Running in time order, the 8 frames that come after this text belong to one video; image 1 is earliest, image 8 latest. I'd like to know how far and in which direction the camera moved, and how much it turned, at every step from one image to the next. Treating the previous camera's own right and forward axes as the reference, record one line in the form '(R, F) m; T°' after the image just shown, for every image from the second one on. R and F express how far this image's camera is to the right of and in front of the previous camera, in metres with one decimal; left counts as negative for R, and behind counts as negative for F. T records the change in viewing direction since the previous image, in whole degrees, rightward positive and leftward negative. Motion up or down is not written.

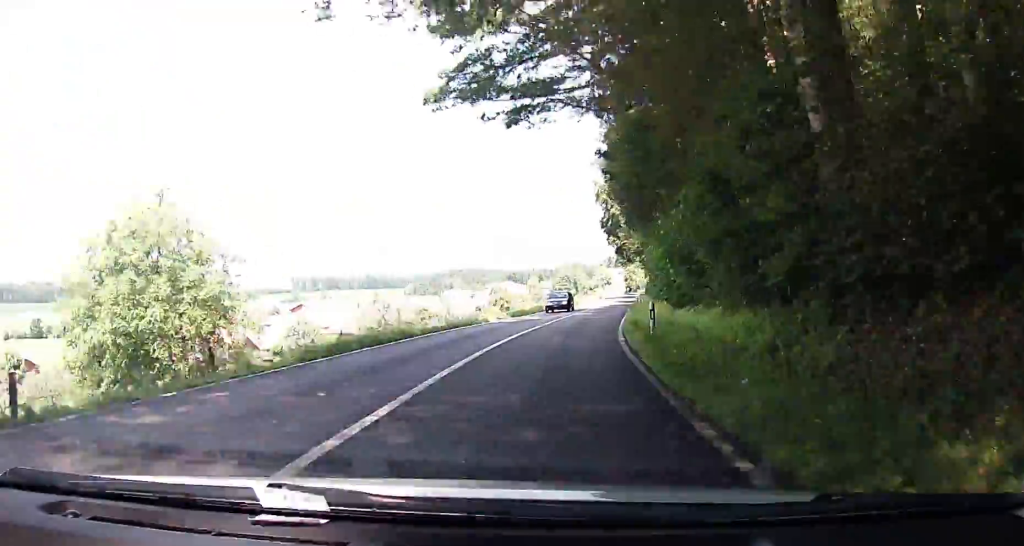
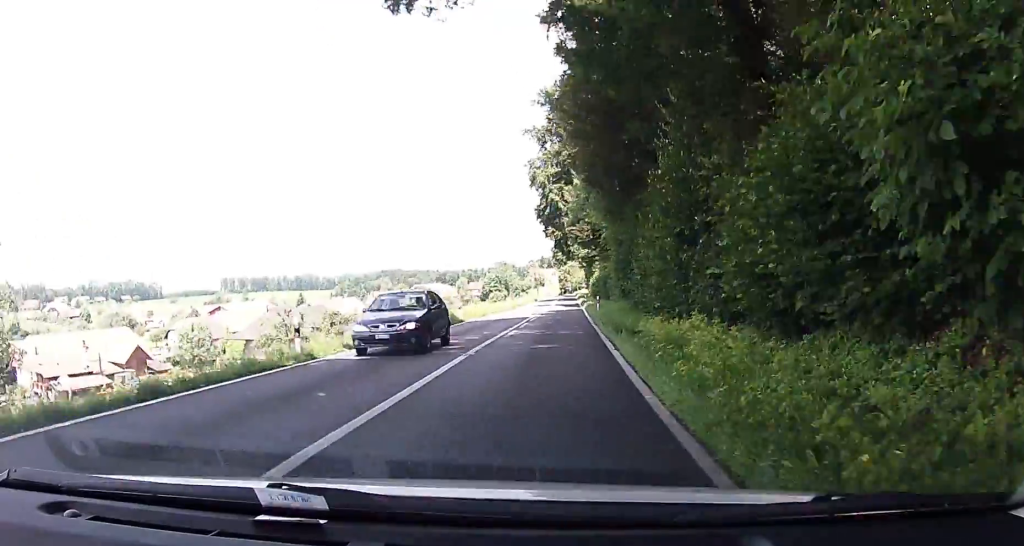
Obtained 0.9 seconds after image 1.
(+0.4, +16.1) m; +4°
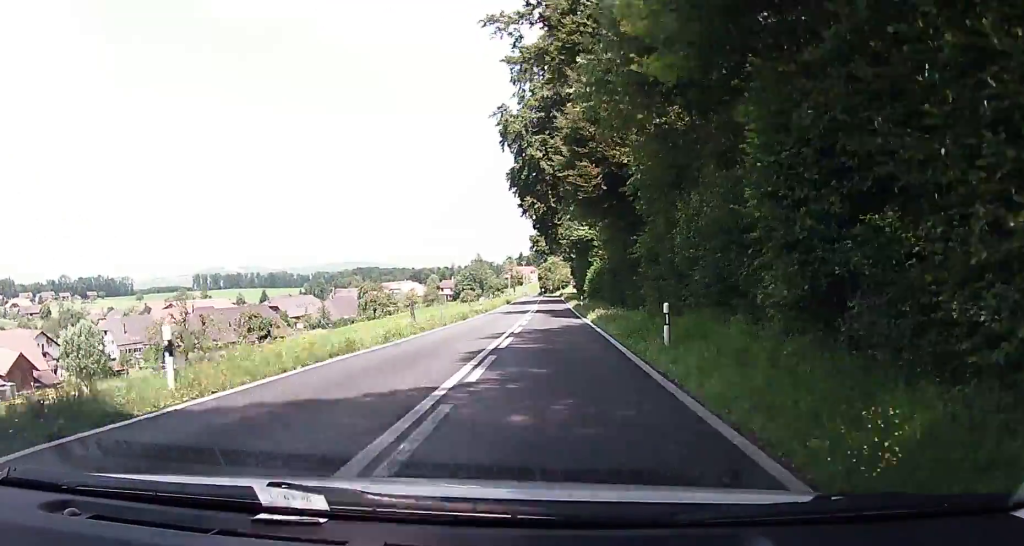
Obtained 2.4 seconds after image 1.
(+1.1, +24.9) m; +4°
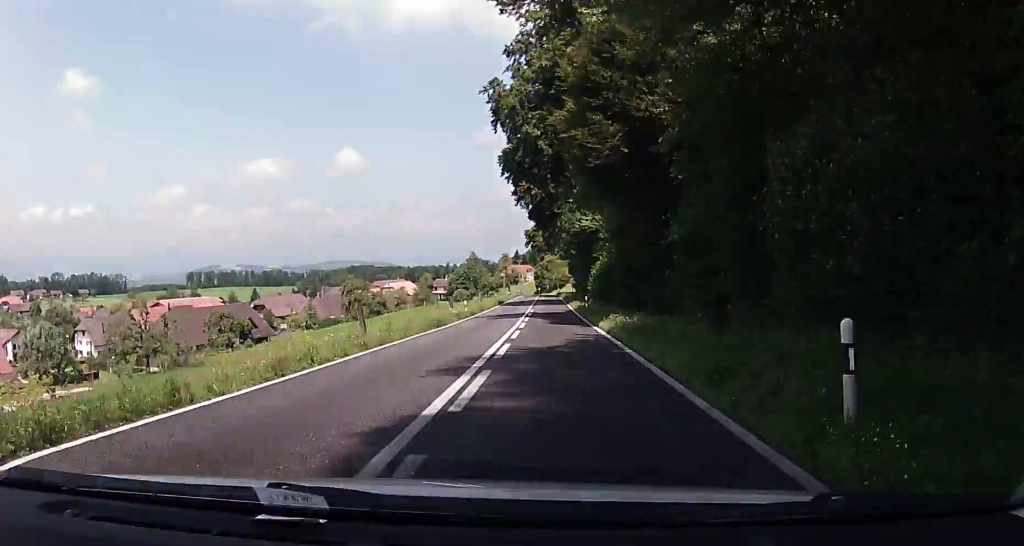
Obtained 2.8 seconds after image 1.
(0.0, +7.7) m; +1°
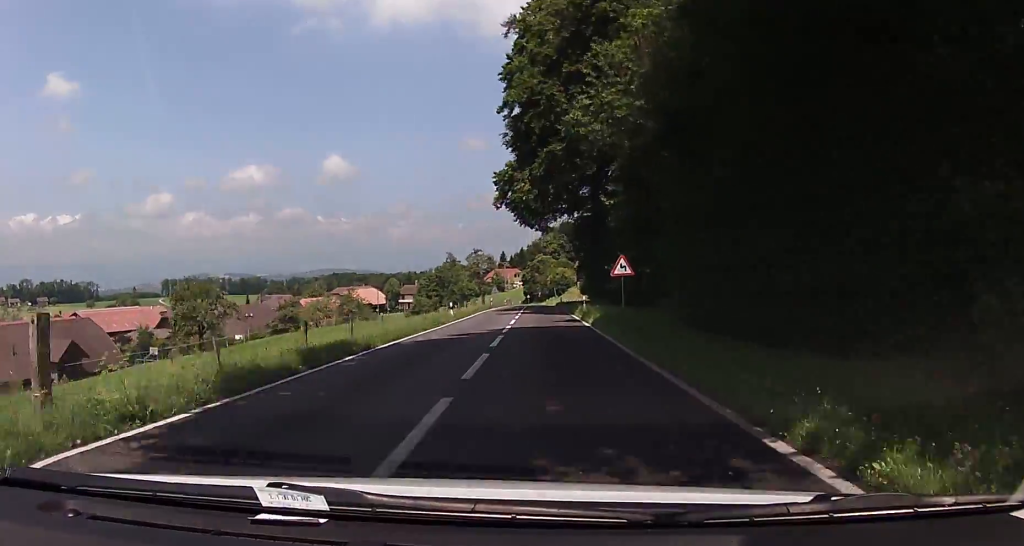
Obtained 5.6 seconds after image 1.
(+0.3, +53.1) m; 0°
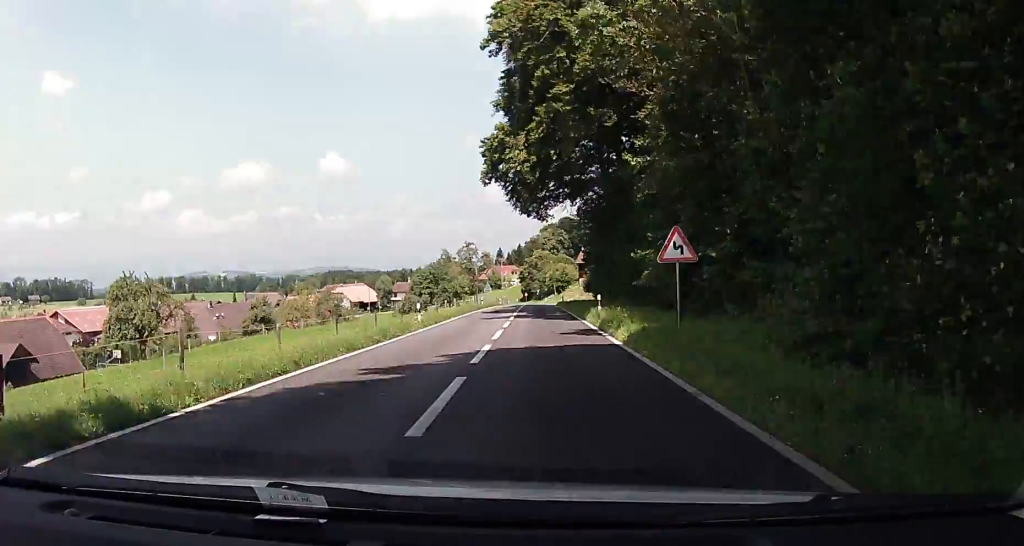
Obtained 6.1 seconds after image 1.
(+0.1, +10.7) m; 0°
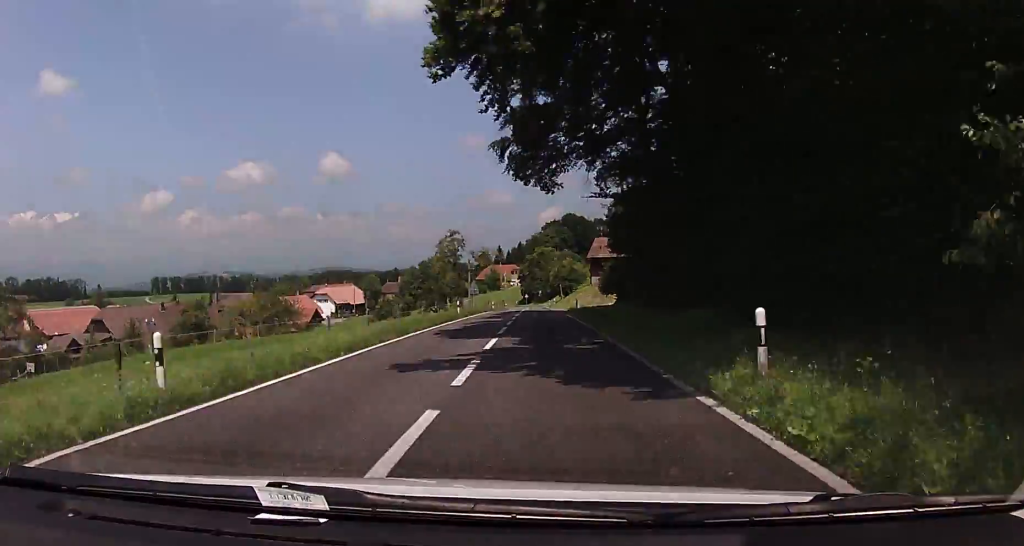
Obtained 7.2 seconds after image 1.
(-0.1, +21.3) m; -1°
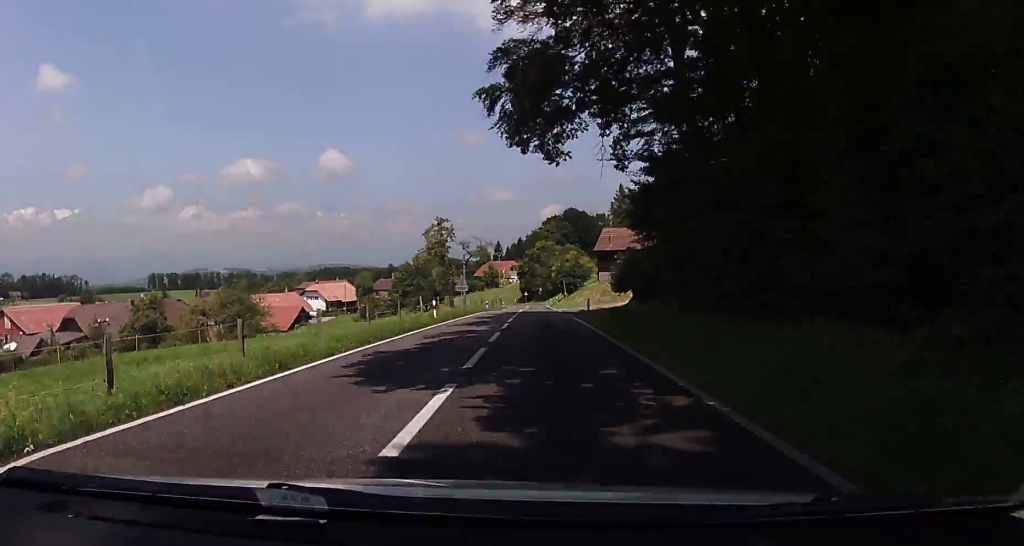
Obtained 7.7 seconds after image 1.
(-0.1, +10.5) m; 0°
